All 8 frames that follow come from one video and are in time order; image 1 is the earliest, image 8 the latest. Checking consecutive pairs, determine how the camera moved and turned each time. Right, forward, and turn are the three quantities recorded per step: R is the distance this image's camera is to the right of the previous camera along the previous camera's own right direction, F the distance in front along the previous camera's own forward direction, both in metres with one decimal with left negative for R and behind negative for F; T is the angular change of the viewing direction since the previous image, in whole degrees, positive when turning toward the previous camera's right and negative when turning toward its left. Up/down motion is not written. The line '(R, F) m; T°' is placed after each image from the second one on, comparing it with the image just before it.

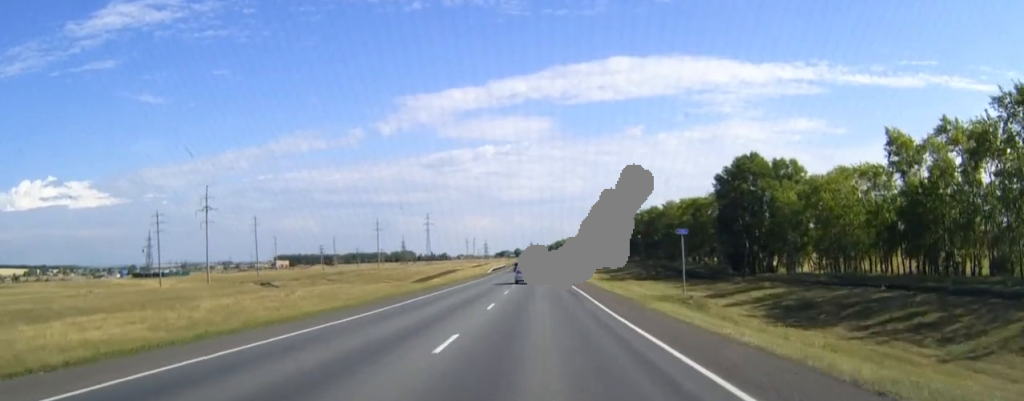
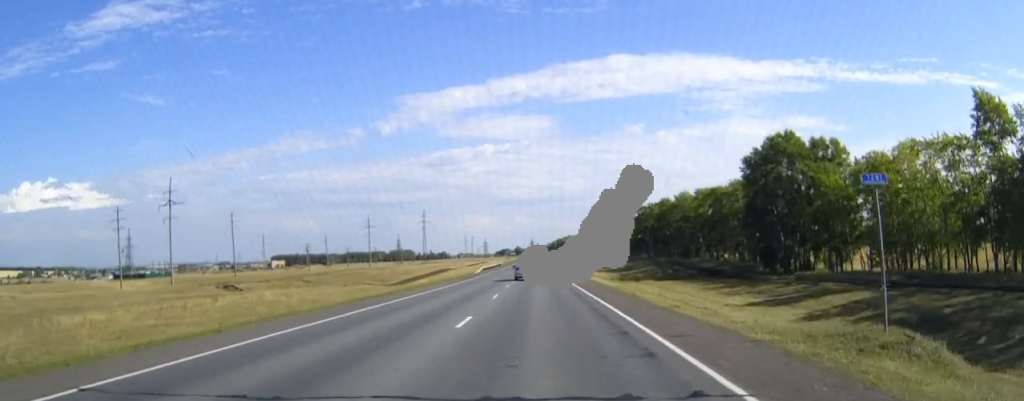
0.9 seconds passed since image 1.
(0.0, +20.4) m; 0°
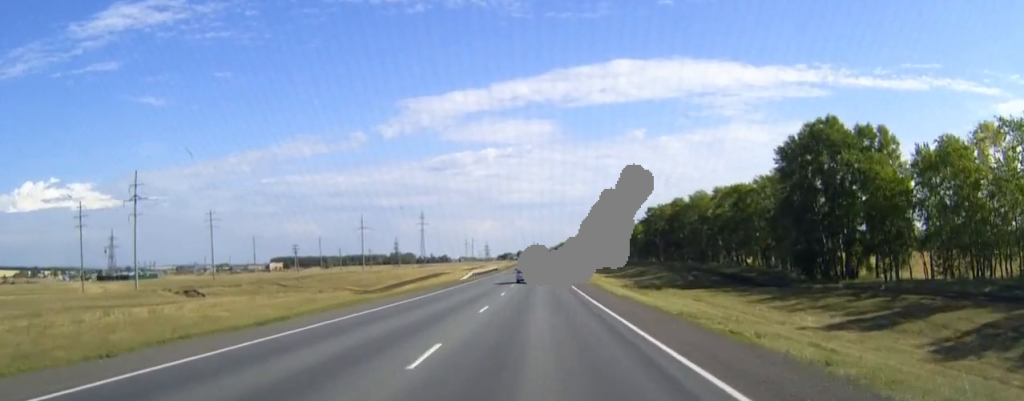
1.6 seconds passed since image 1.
(0.0, +17.4) m; 0°
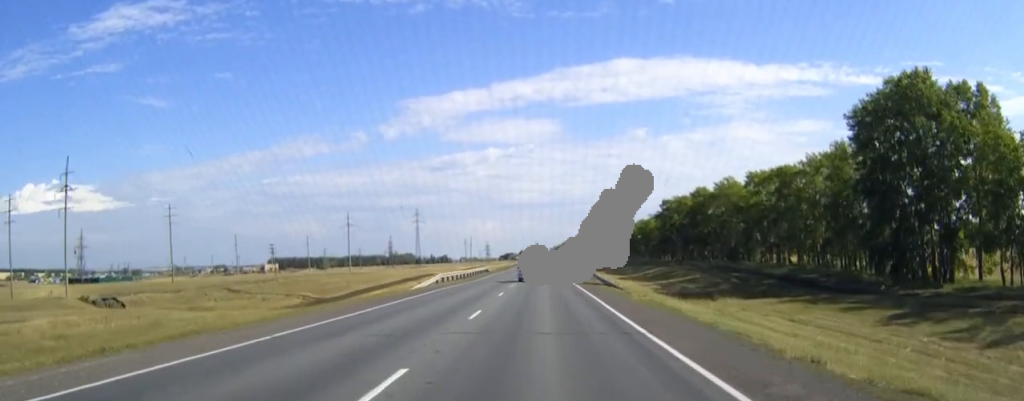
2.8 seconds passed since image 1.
(-0.1, +27.9) m; 0°
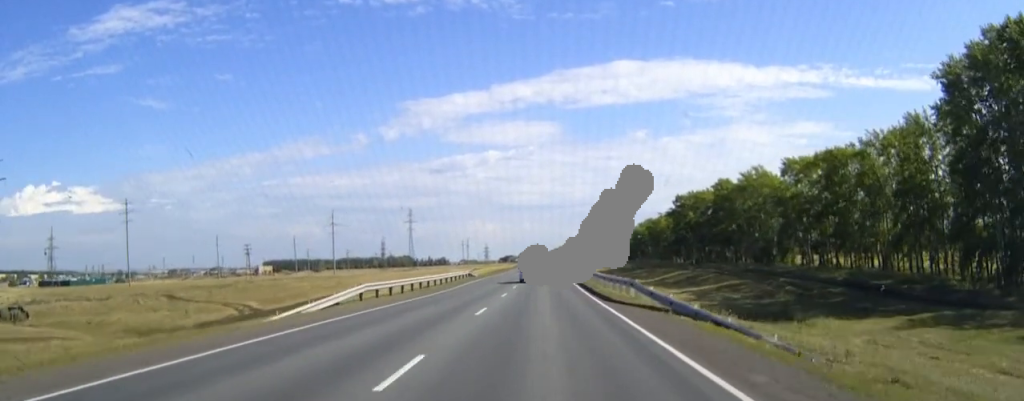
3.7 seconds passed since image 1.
(0.0, +22.4) m; 0°
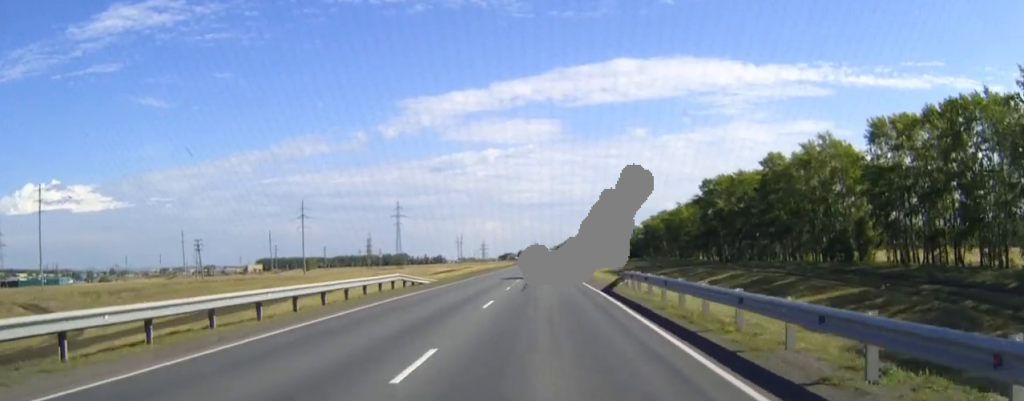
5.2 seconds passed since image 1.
(0.0, +35.6) m; 0°
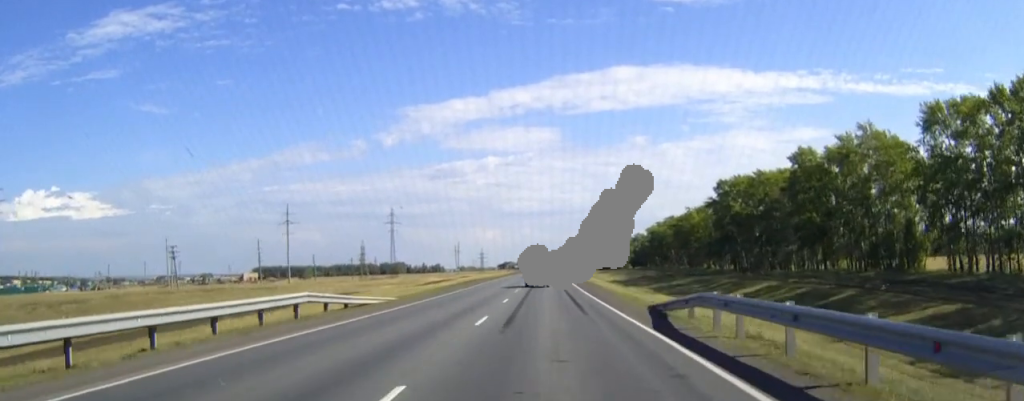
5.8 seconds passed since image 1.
(0.0, +14.9) m; 0°
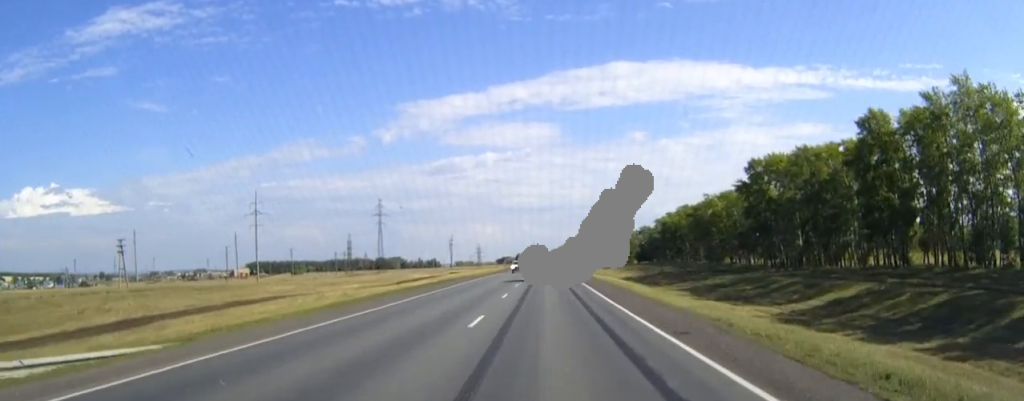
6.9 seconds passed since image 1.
(0.0, +25.5) m; 0°
